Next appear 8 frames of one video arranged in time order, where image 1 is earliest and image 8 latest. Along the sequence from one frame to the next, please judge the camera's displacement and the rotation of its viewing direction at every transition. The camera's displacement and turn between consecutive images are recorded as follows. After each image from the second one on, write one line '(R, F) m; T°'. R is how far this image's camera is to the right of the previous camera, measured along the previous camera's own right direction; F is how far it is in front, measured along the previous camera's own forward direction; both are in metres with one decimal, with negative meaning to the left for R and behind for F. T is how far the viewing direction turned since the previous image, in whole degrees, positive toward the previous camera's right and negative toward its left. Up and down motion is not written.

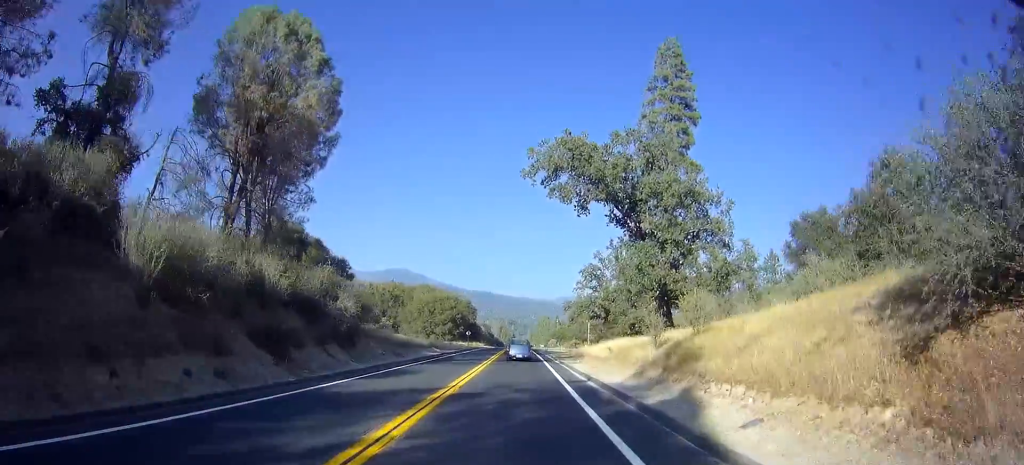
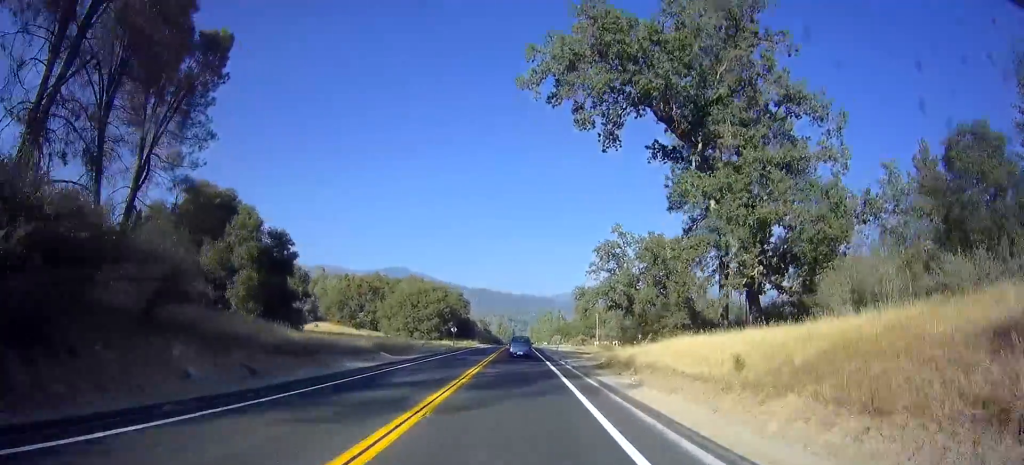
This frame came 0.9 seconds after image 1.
(-0.4, +19.2) m; 0°
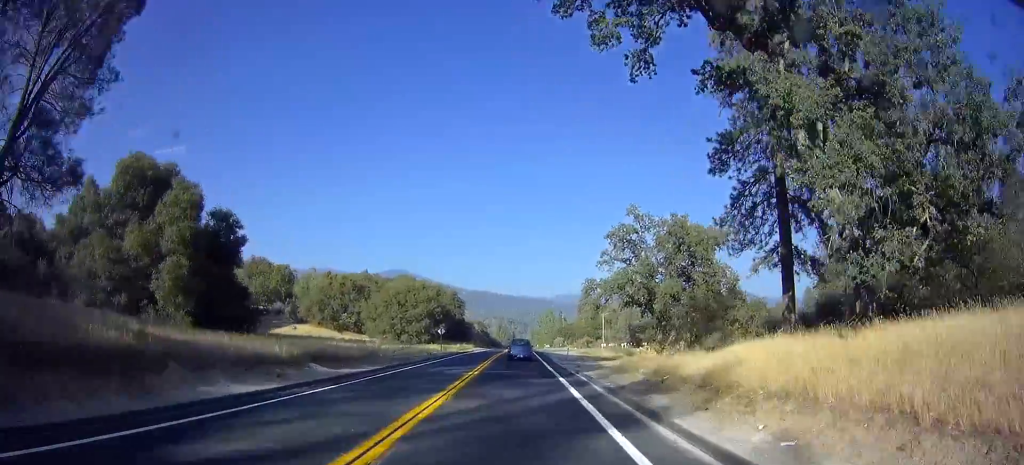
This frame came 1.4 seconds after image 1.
(+0.2, +11.2) m; 0°
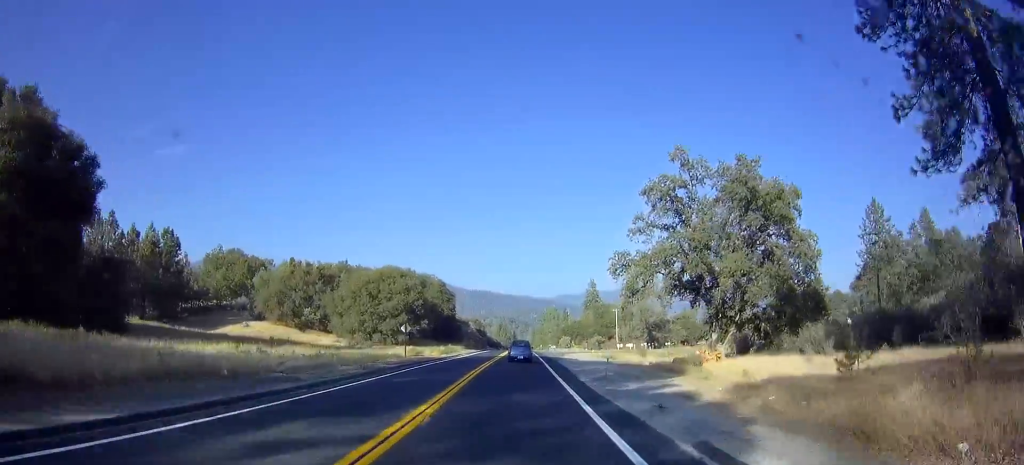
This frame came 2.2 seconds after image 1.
(0.0, +18.7) m; 0°
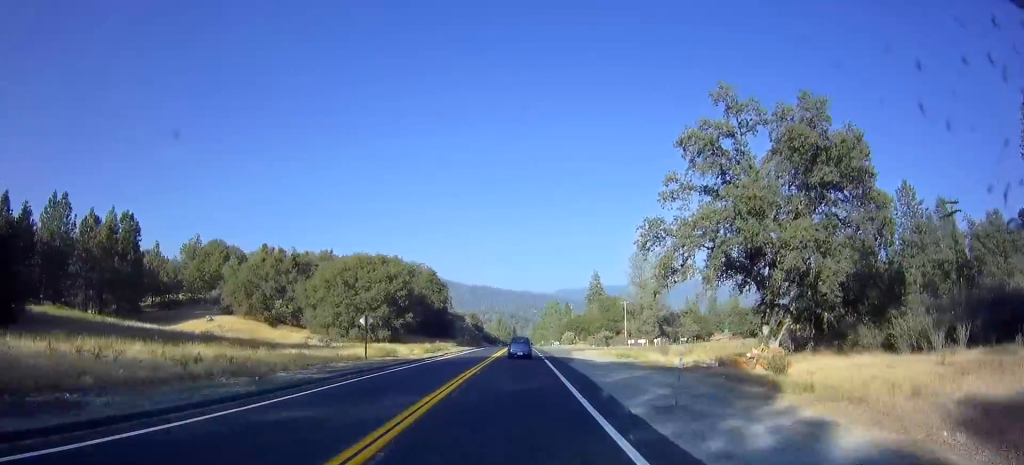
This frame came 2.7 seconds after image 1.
(-0.1, +10.4) m; 0°
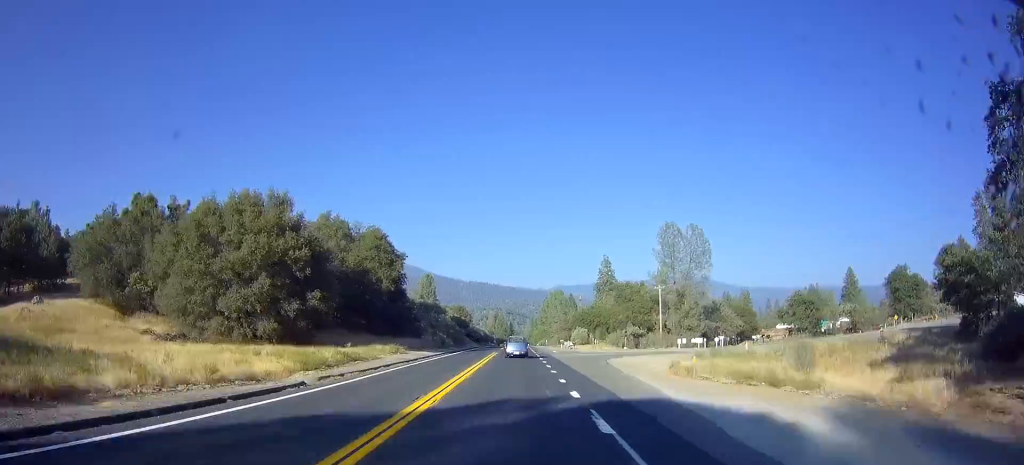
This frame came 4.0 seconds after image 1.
(+0.2, +30.6) m; 0°
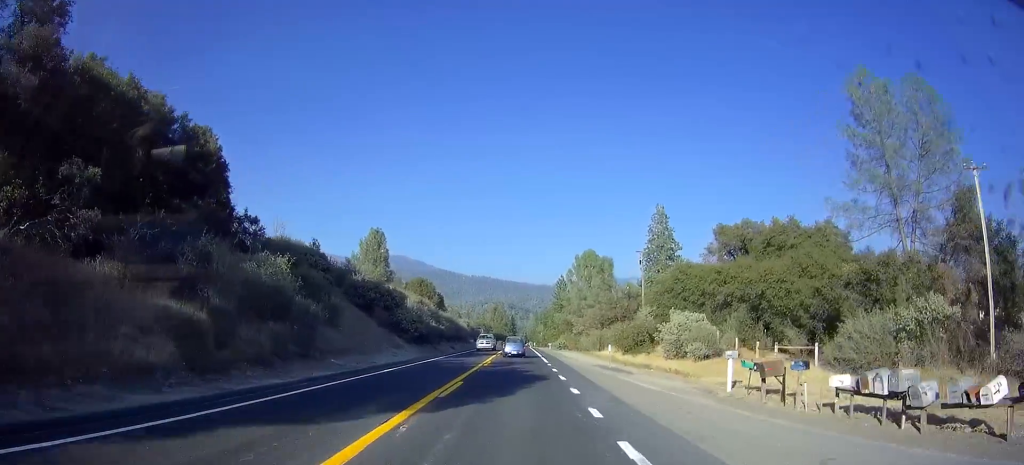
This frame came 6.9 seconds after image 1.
(+0.3, +62.6) m; +1°
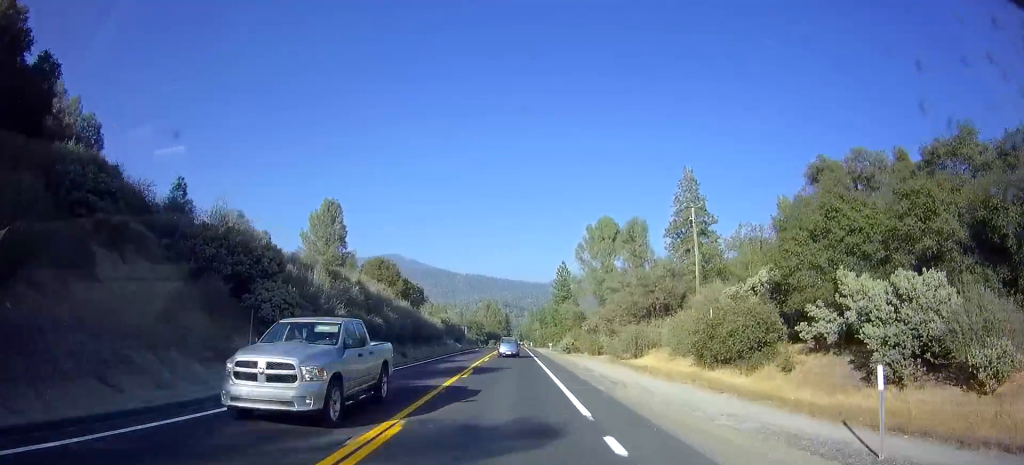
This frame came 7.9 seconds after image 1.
(+0.1, +22.8) m; 0°
